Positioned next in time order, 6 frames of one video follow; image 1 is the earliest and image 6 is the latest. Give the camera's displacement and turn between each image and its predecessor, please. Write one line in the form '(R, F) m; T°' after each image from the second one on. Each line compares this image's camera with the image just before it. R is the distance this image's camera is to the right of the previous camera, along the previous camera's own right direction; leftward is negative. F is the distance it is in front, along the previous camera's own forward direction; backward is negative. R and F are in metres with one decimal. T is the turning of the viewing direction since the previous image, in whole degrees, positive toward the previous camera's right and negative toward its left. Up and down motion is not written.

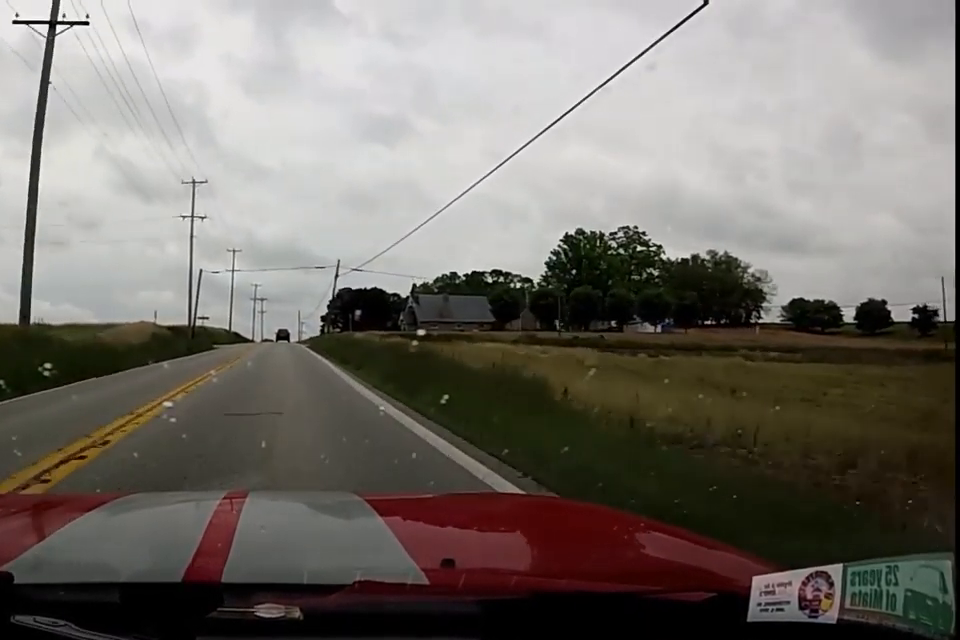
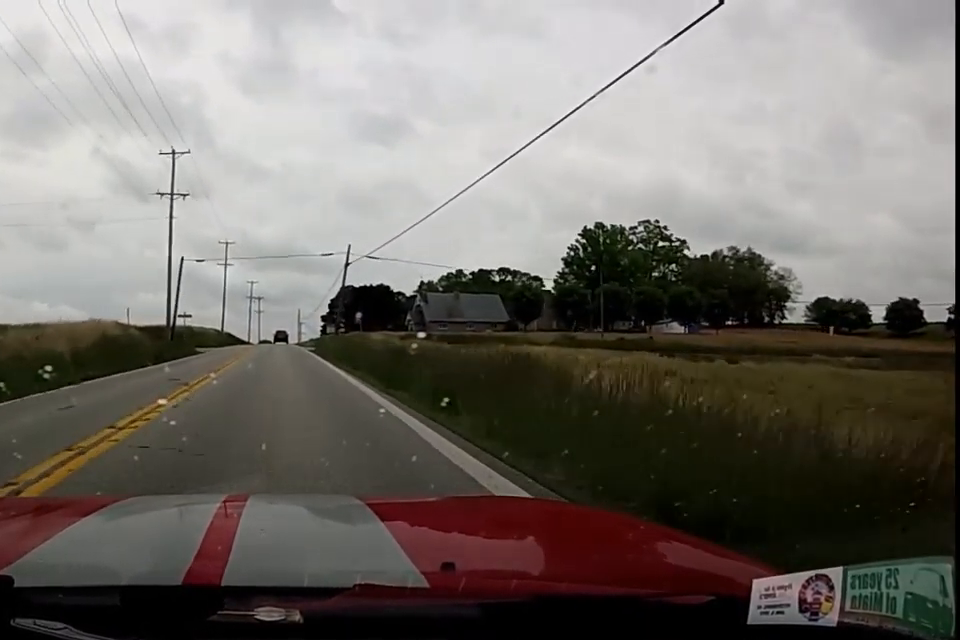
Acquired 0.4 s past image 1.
(0.0, +9.6) m; 0°
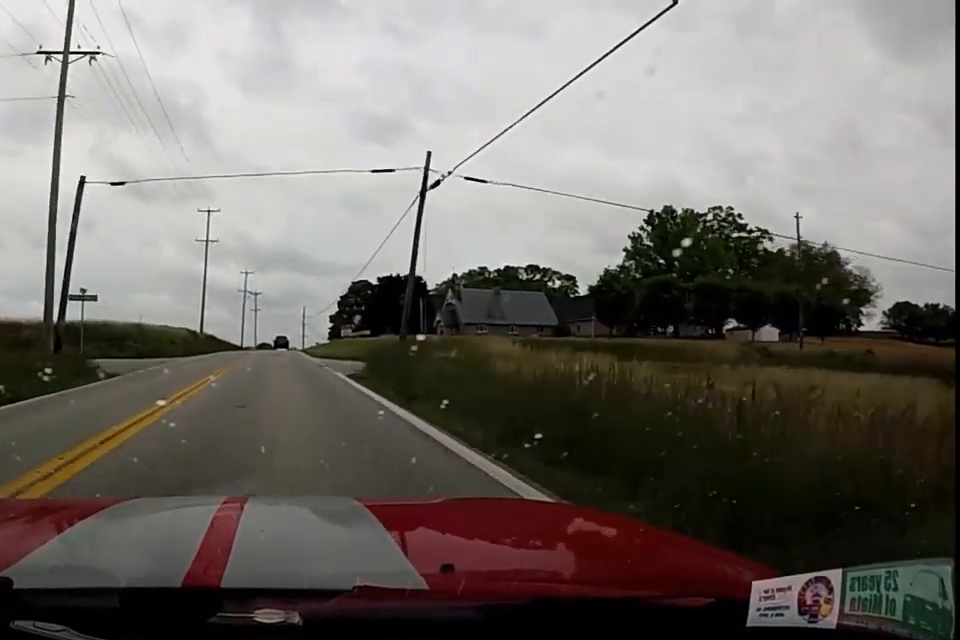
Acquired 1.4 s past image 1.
(-0.1, +23.5) m; +2°
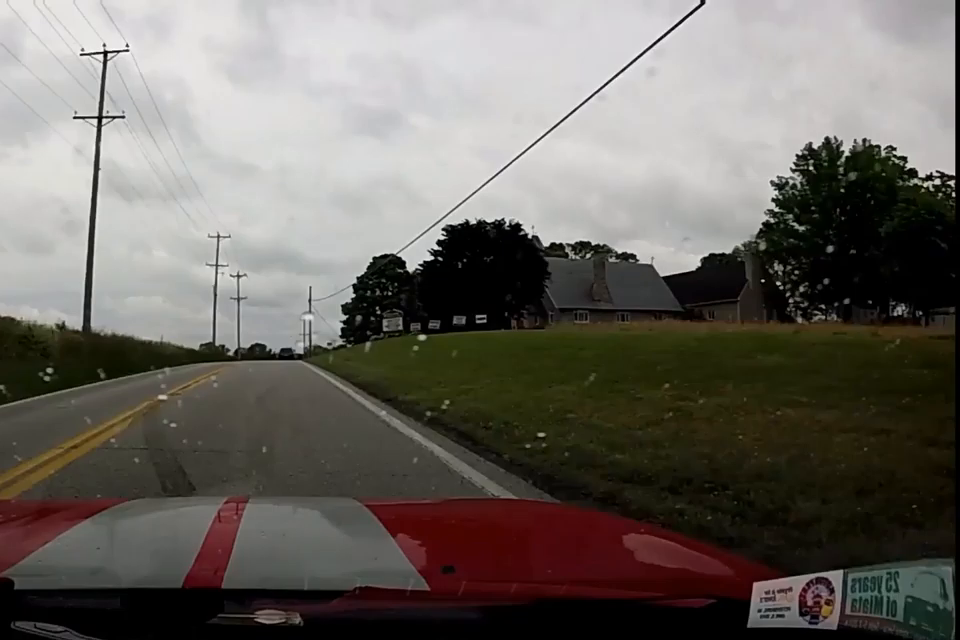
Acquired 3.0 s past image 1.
(+0.6, +36.7) m; +1°
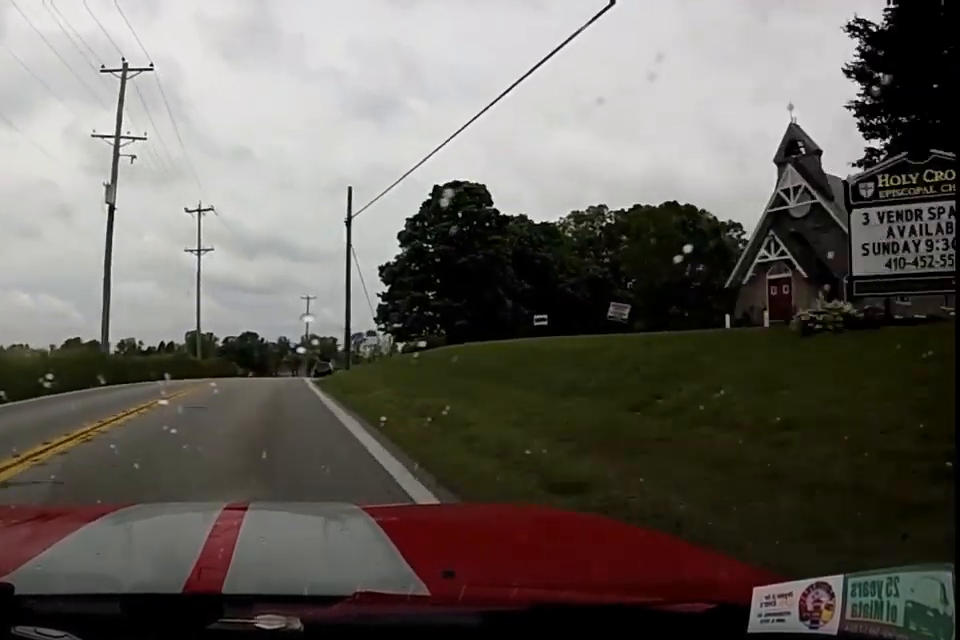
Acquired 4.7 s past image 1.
(+0.3, +39.4) m; +1°
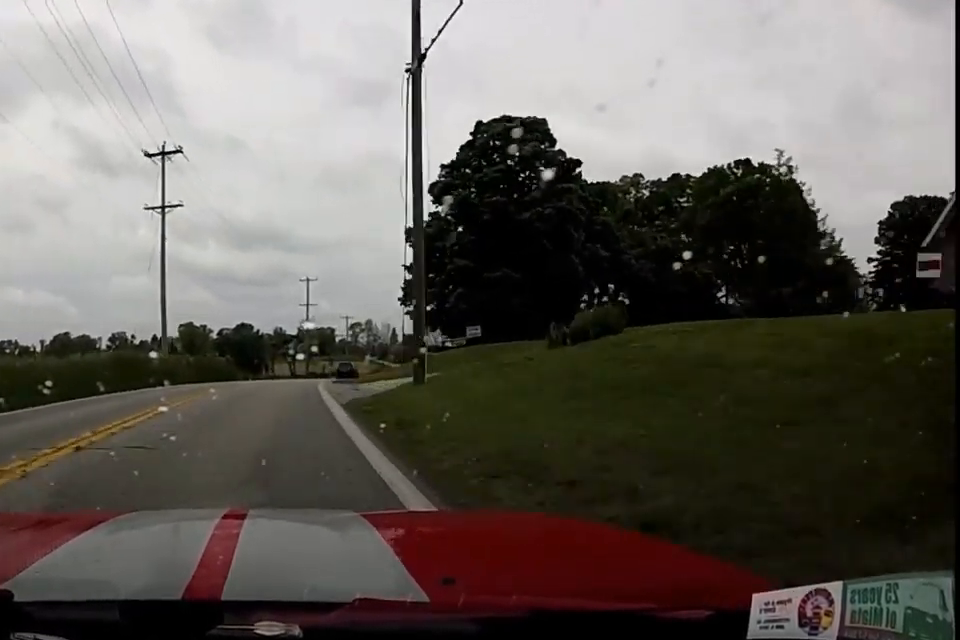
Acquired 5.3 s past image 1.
(-0.8, +13.8) m; +2°
